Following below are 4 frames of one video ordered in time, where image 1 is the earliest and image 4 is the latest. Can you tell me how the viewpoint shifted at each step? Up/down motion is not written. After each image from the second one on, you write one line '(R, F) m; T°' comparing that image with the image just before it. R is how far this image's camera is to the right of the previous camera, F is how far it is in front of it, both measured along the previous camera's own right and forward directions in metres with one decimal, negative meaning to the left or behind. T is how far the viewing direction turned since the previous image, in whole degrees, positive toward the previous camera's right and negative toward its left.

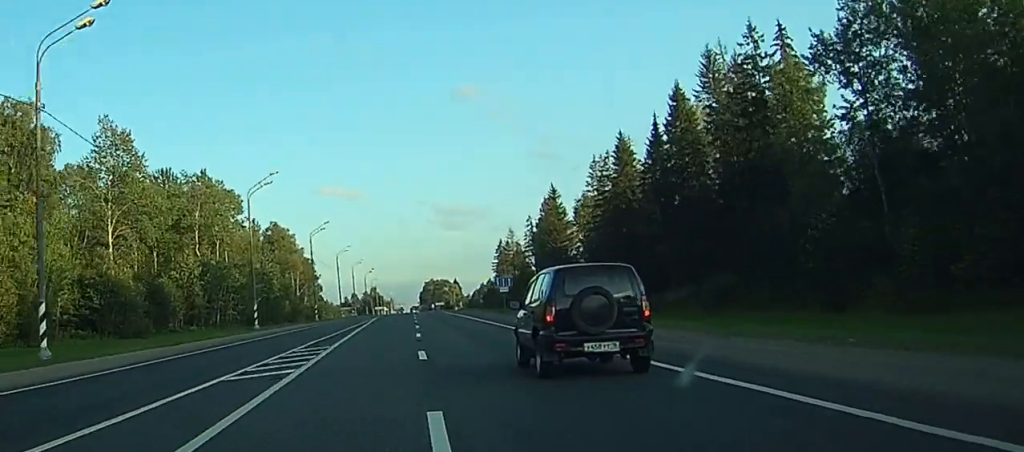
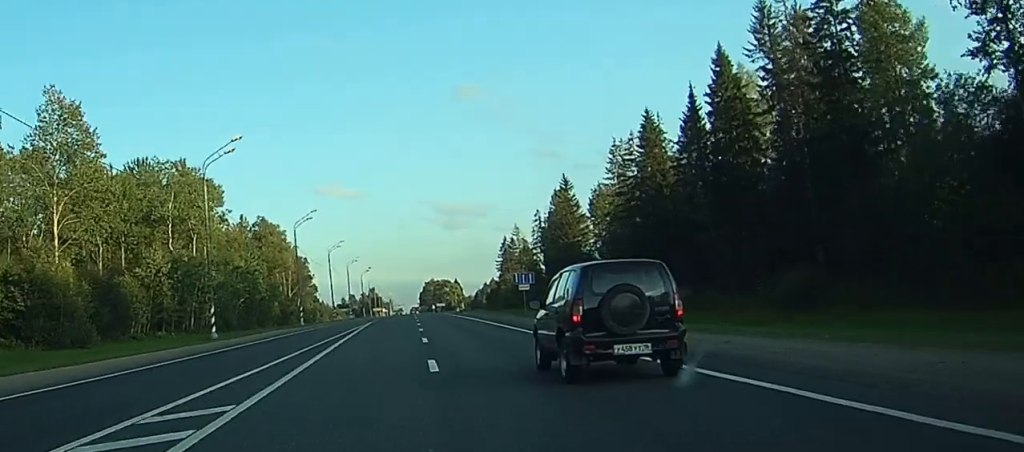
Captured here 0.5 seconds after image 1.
(+1.2, +15.9) m; +4°
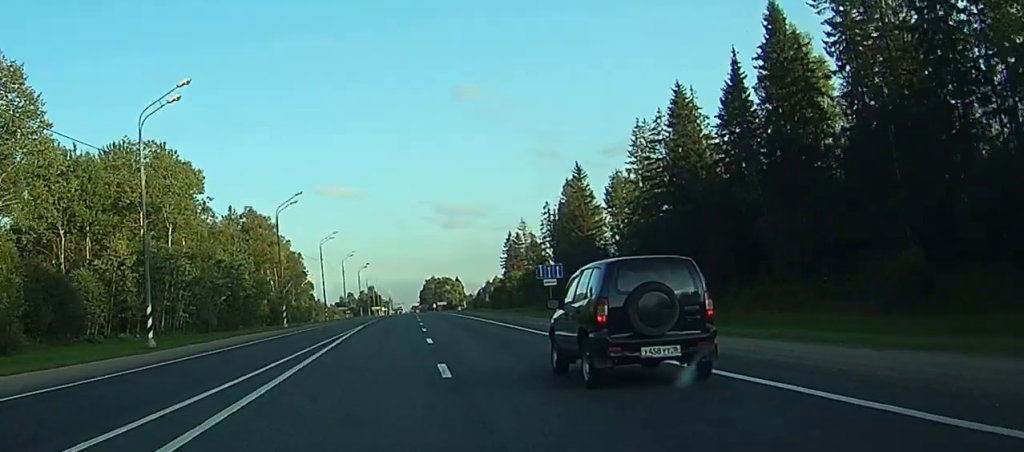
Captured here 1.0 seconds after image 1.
(+0.3, +13.7) m; +1°
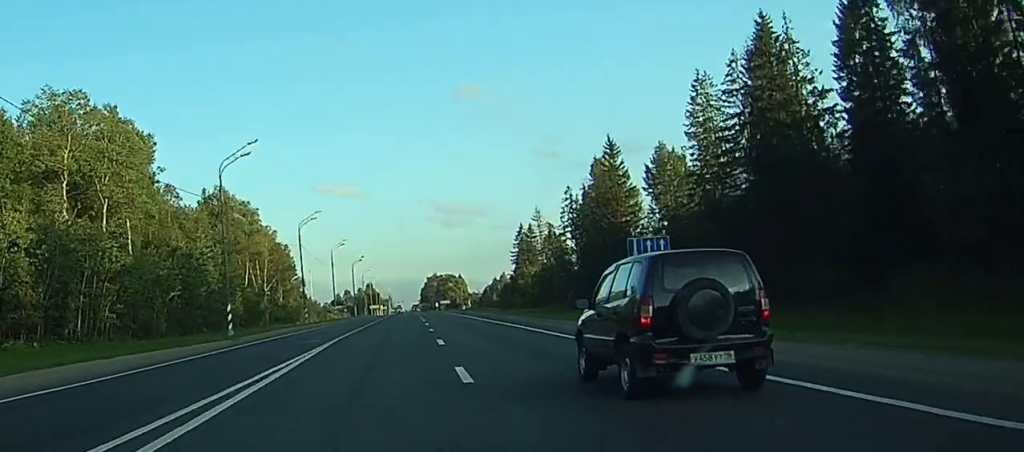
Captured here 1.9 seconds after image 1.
(+0.2, +26.1) m; +1°
